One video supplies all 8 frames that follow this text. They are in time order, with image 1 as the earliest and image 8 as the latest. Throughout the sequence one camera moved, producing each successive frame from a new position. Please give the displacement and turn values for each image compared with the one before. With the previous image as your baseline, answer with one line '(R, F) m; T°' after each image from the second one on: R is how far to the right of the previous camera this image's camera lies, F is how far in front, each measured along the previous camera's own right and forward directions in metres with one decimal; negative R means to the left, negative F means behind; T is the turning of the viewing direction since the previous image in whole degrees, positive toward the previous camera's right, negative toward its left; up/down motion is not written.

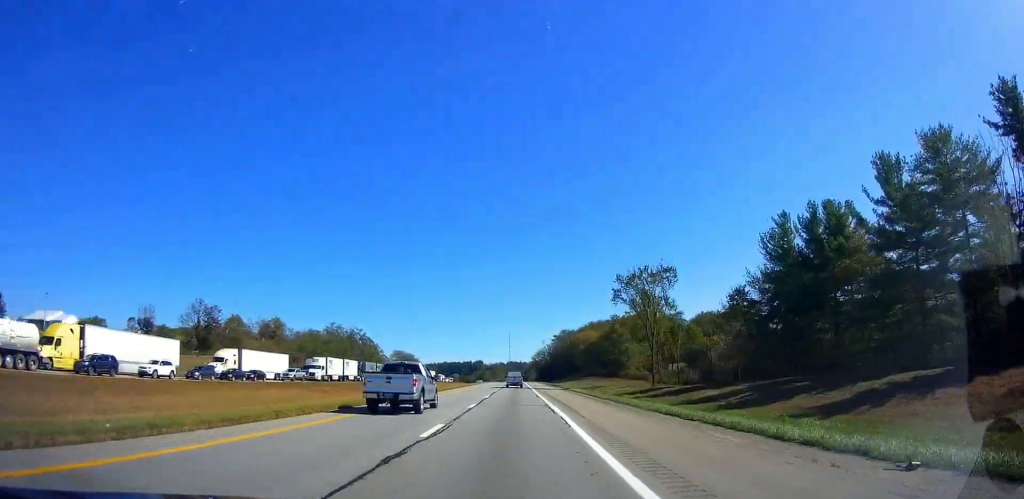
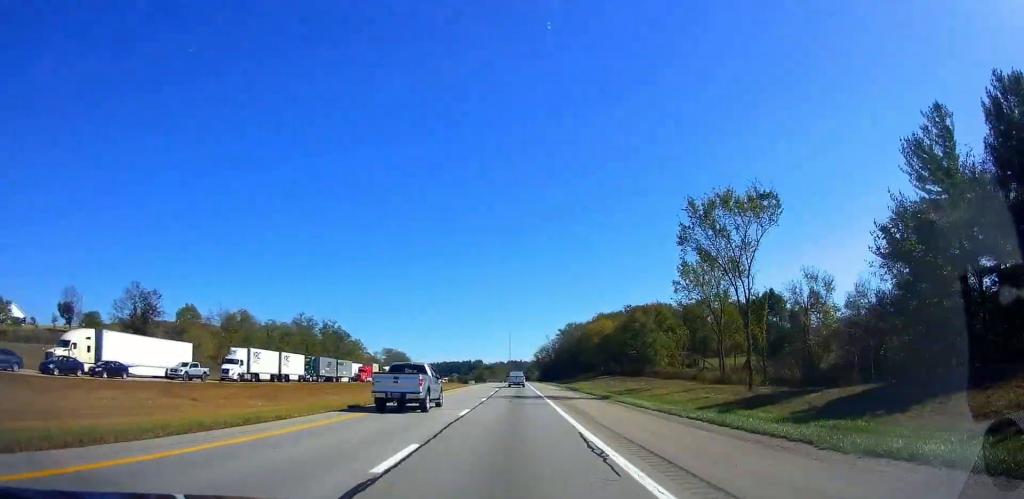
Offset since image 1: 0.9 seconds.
(-0.2, +29.1) m; +1°
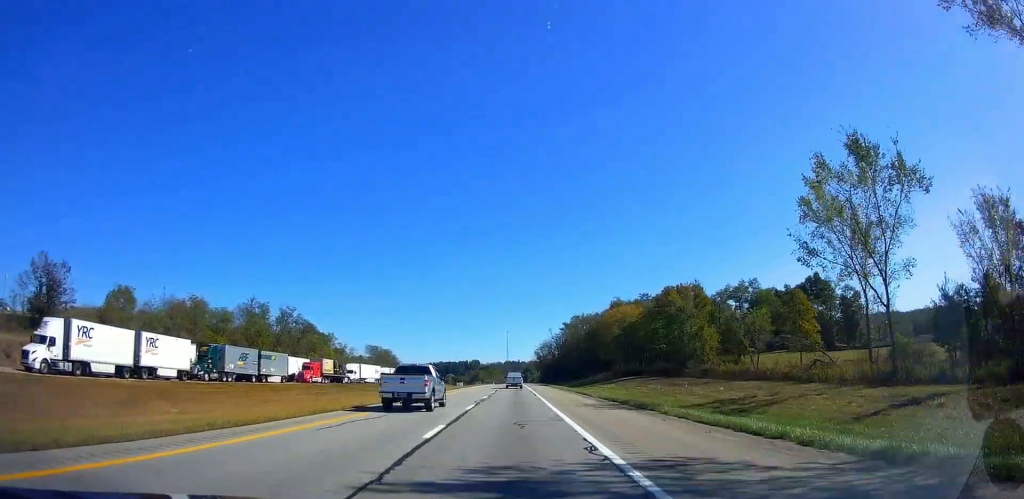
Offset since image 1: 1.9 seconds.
(+0.5, +31.3) m; +1°
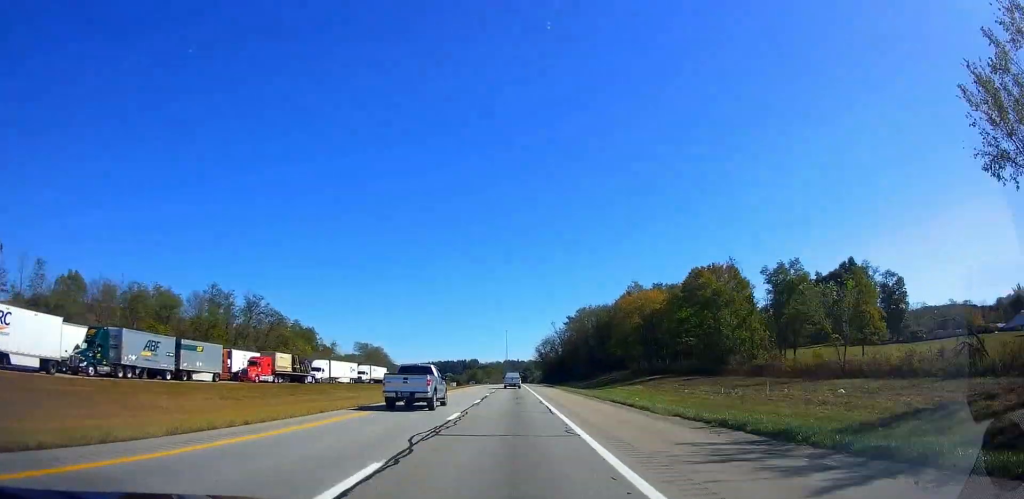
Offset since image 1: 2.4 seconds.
(+0.2, +18.3) m; 0°
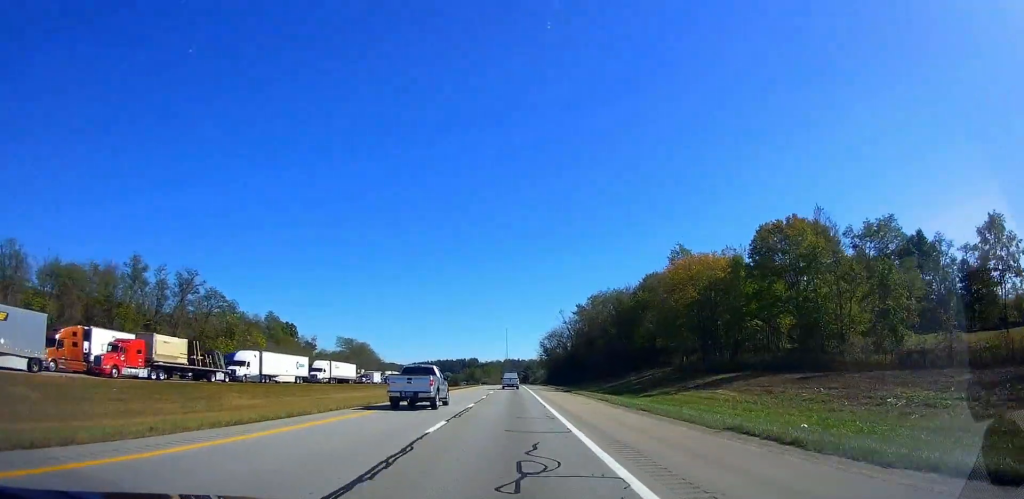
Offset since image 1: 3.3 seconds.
(-0.5, +26.7) m; -1°
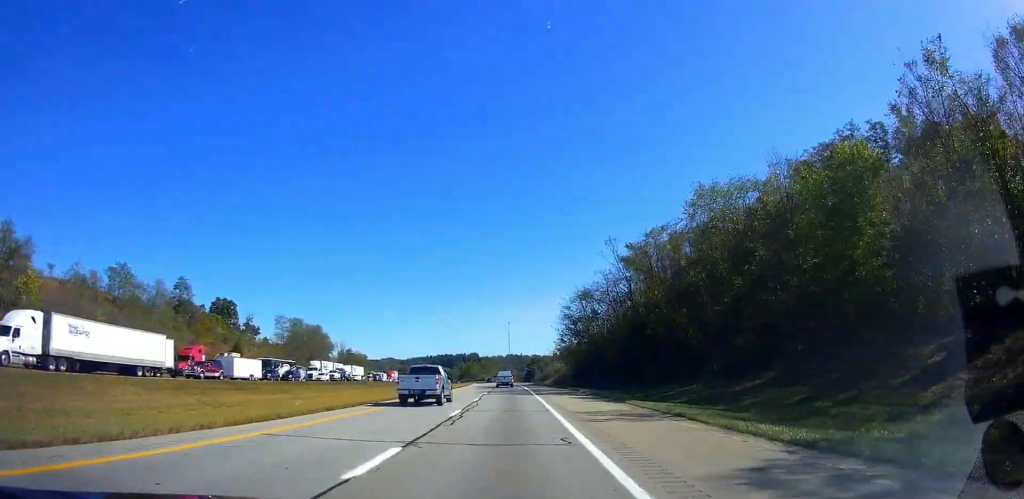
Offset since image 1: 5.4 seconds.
(+1.6, +66.8) m; +1°
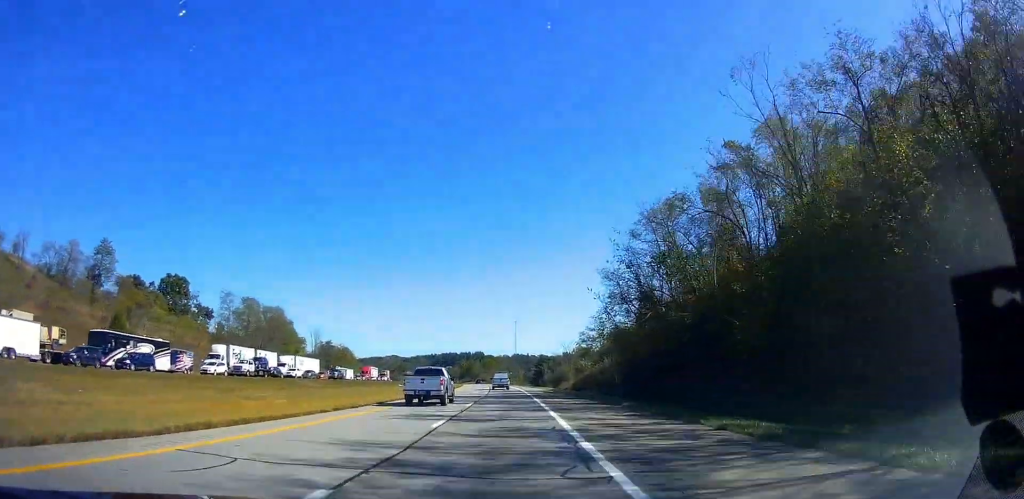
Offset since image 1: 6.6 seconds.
(-0.9, +40.0) m; -2°
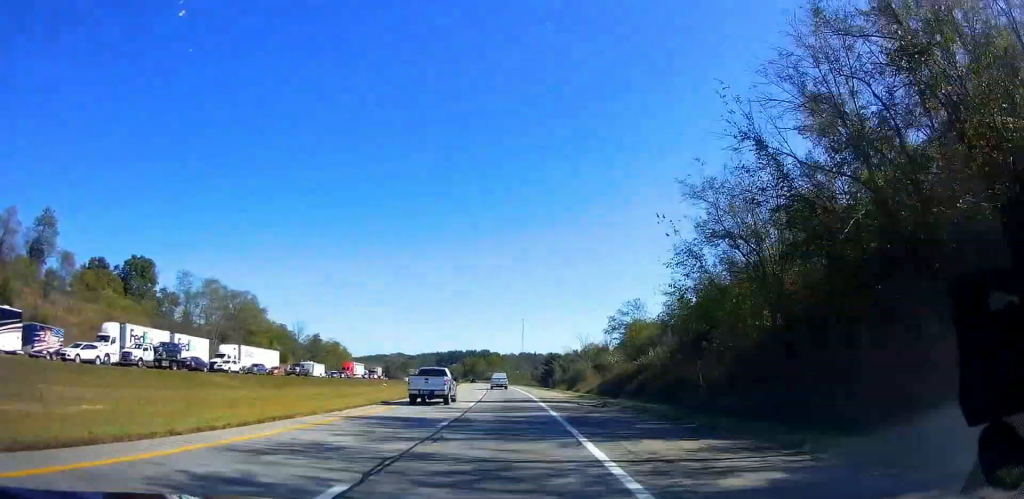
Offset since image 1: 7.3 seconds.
(+0.1, +23.9) m; -1°
